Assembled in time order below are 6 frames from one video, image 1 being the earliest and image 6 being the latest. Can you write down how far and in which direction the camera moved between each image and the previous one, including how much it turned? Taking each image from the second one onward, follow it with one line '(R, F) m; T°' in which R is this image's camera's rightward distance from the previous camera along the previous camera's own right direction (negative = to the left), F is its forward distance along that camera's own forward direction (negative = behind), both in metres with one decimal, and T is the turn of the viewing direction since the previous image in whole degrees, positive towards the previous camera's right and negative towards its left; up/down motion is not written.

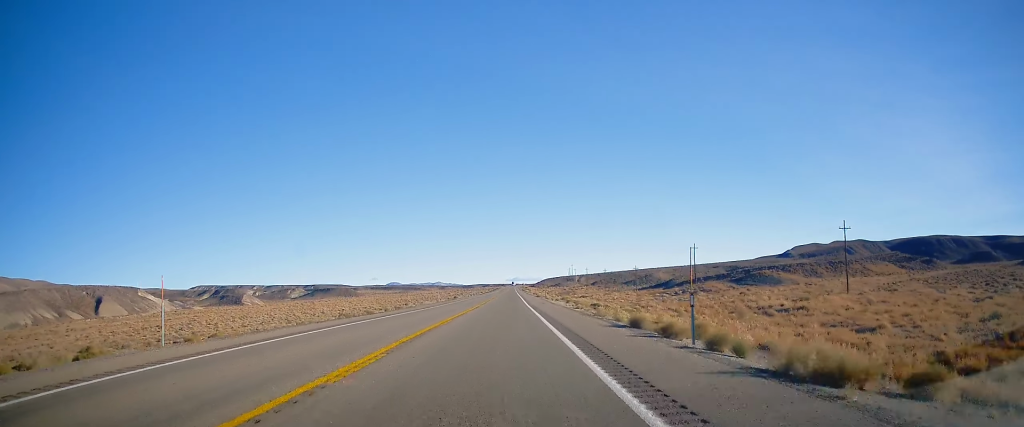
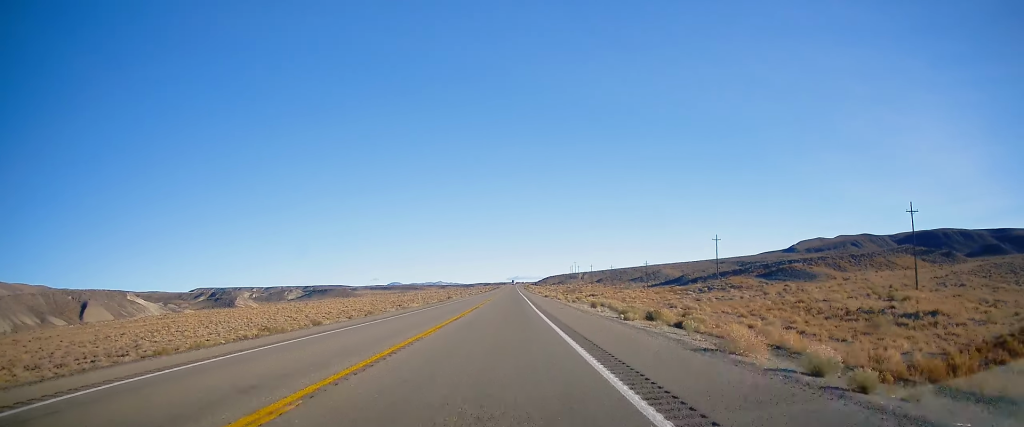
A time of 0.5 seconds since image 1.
(+0.4, +16.8) m; 0°
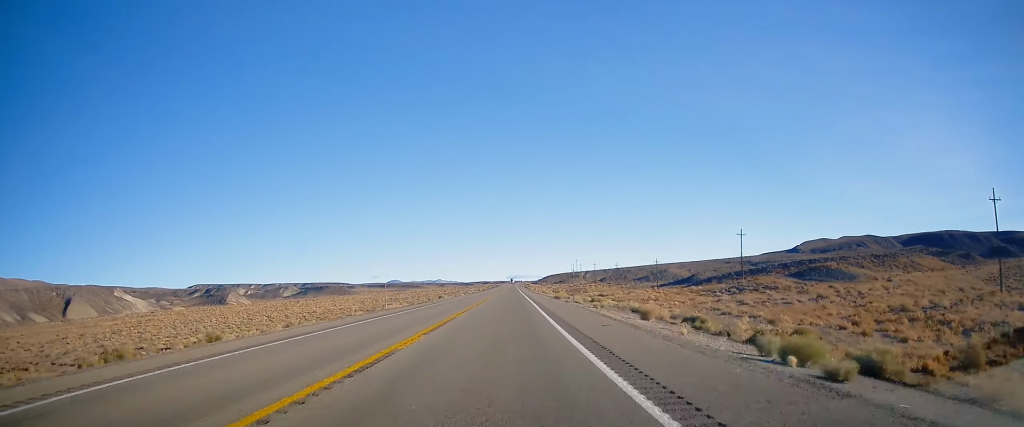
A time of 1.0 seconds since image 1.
(0.0, +15.7) m; 0°
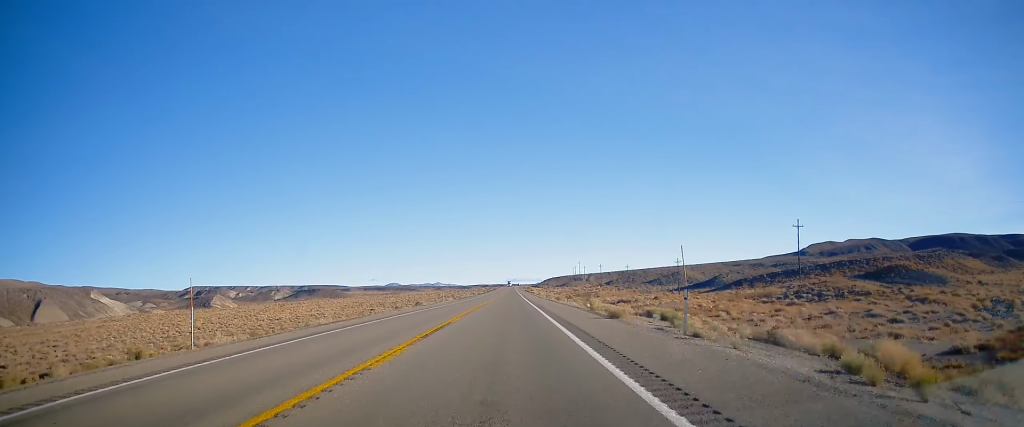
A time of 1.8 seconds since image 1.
(-0.5, +27.1) m; 0°
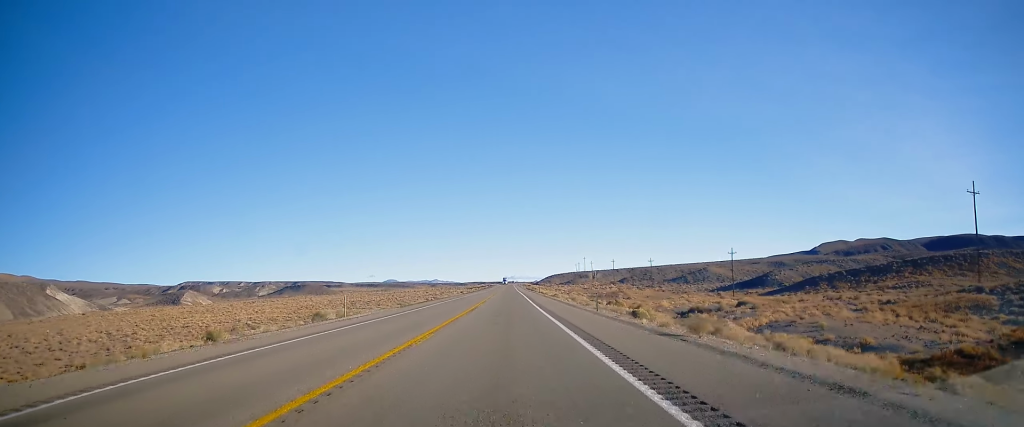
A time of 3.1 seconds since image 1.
(+0.4, +45.4) m; 0°
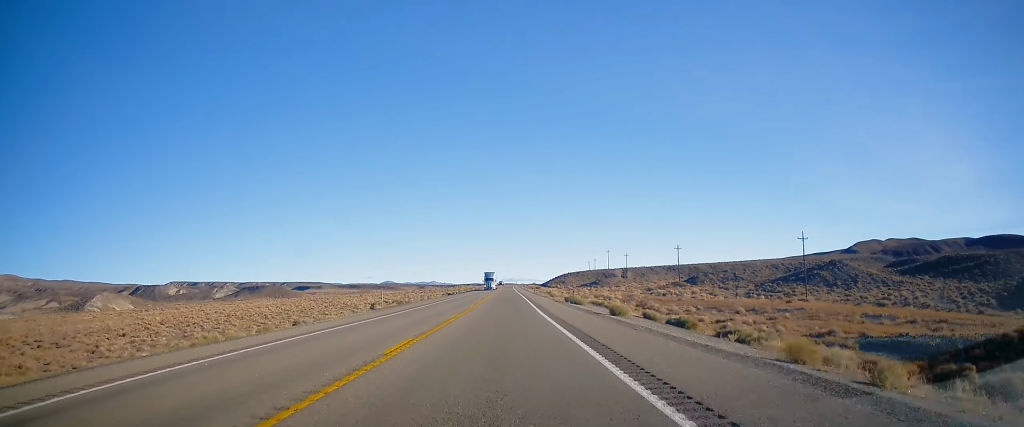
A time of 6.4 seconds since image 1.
(+0.7, +111.0) m; 0°
